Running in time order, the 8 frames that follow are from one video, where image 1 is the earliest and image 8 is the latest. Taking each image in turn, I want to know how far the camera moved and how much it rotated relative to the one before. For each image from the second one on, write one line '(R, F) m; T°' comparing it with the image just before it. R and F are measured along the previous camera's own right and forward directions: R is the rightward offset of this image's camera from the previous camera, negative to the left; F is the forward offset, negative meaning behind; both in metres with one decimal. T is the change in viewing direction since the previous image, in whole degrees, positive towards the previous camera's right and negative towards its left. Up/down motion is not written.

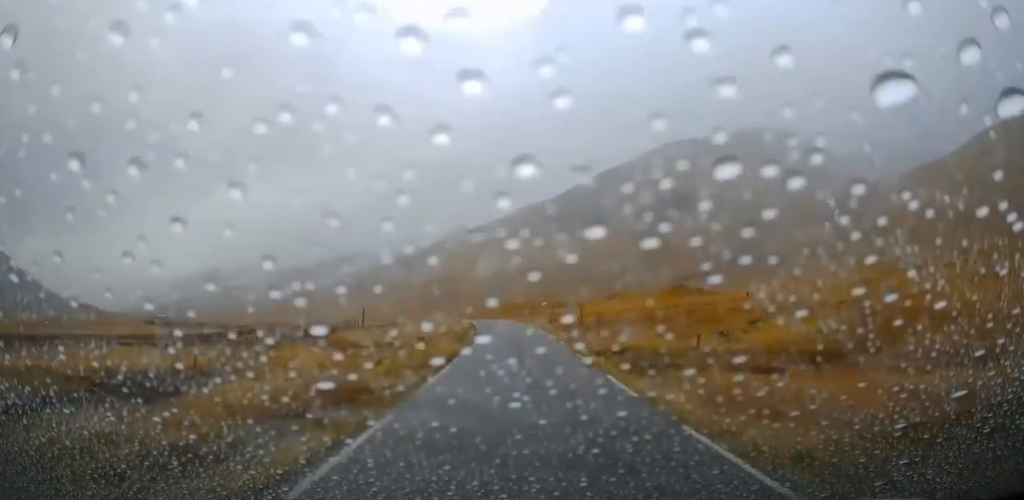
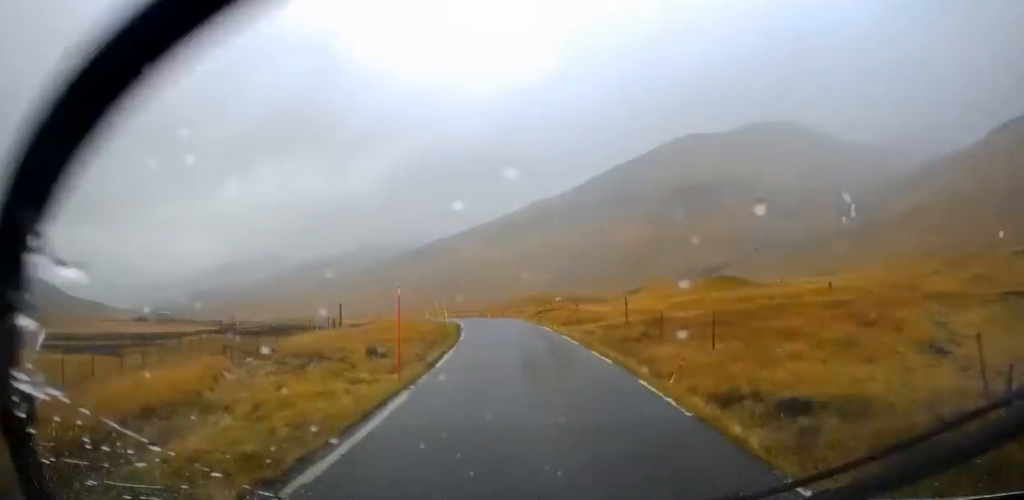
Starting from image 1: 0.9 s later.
(-0.1, +14.1) m; -2°
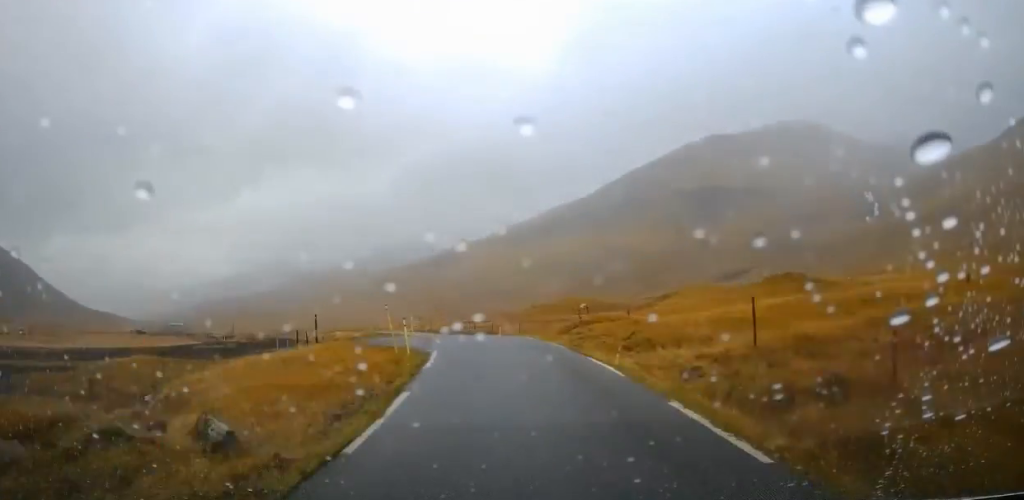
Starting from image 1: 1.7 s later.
(+0.3, +14.0) m; -2°
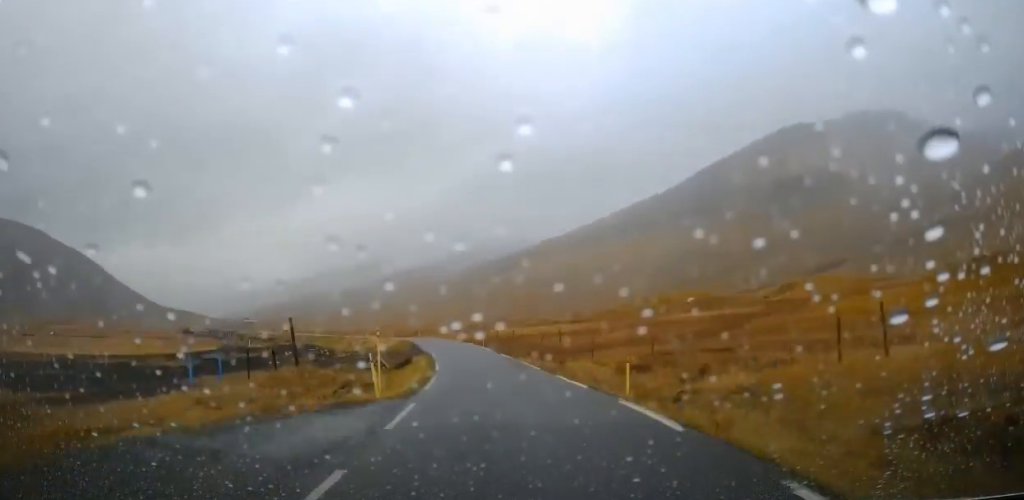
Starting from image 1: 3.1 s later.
(-1.0, +22.3) m; -5°
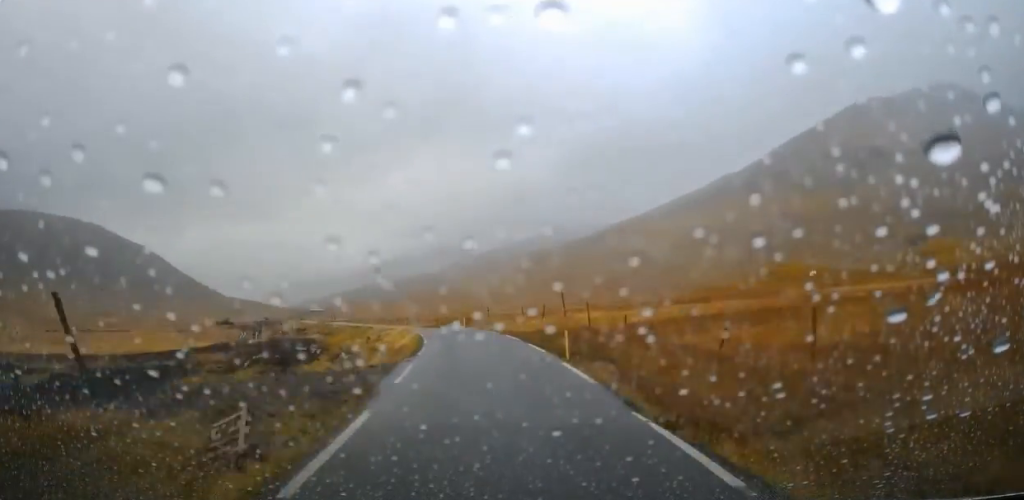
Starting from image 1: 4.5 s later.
(-0.9, +22.0) m; -7°
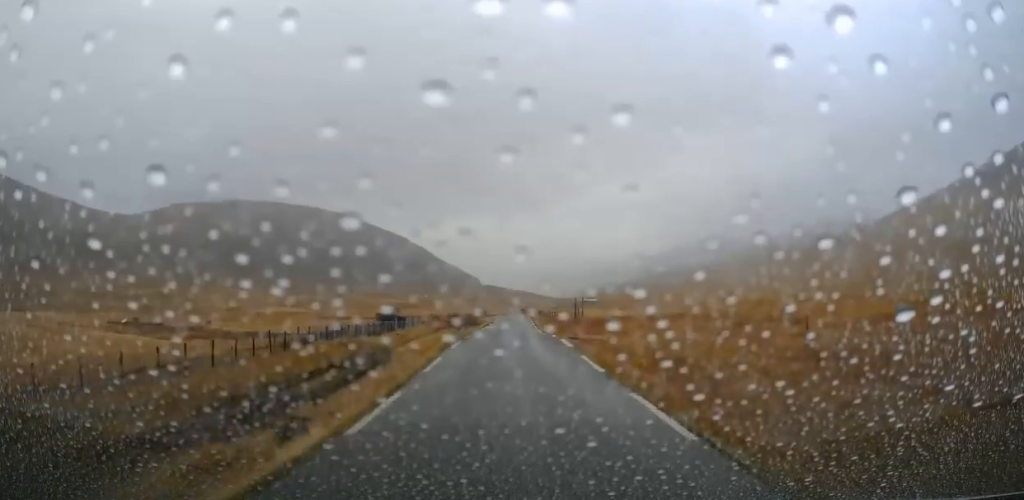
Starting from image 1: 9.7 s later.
(-21.5, +78.0) m; -29°
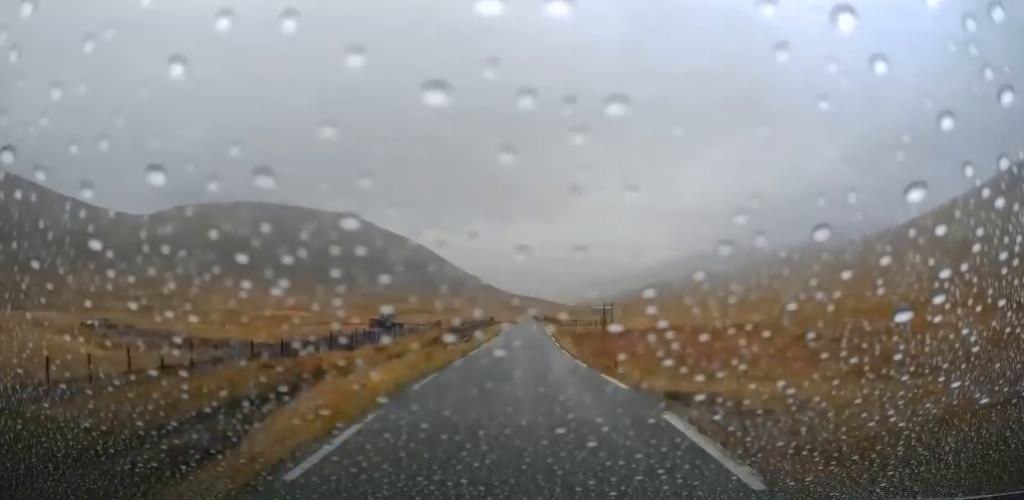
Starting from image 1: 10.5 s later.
(-0.5, +13.2) m; -2°
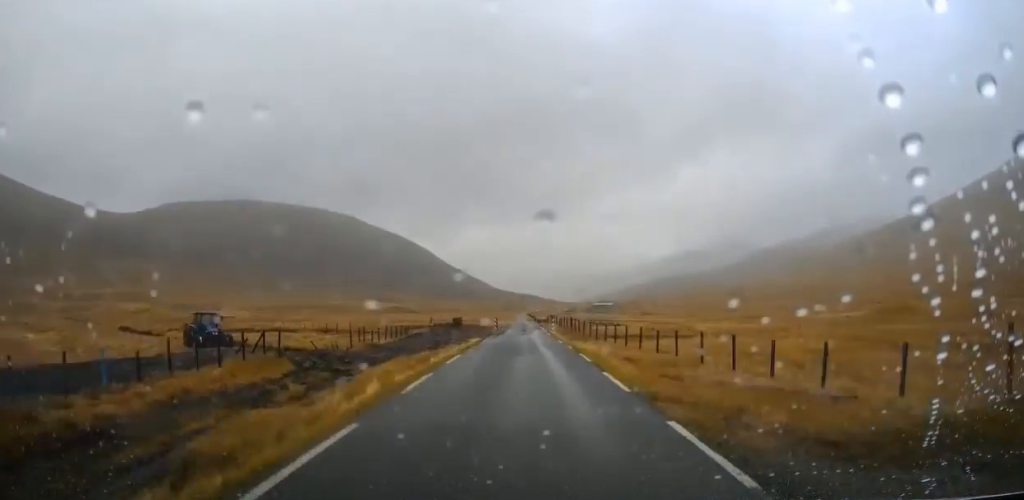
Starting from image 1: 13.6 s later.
(-1.4, +53.1) m; 0°
